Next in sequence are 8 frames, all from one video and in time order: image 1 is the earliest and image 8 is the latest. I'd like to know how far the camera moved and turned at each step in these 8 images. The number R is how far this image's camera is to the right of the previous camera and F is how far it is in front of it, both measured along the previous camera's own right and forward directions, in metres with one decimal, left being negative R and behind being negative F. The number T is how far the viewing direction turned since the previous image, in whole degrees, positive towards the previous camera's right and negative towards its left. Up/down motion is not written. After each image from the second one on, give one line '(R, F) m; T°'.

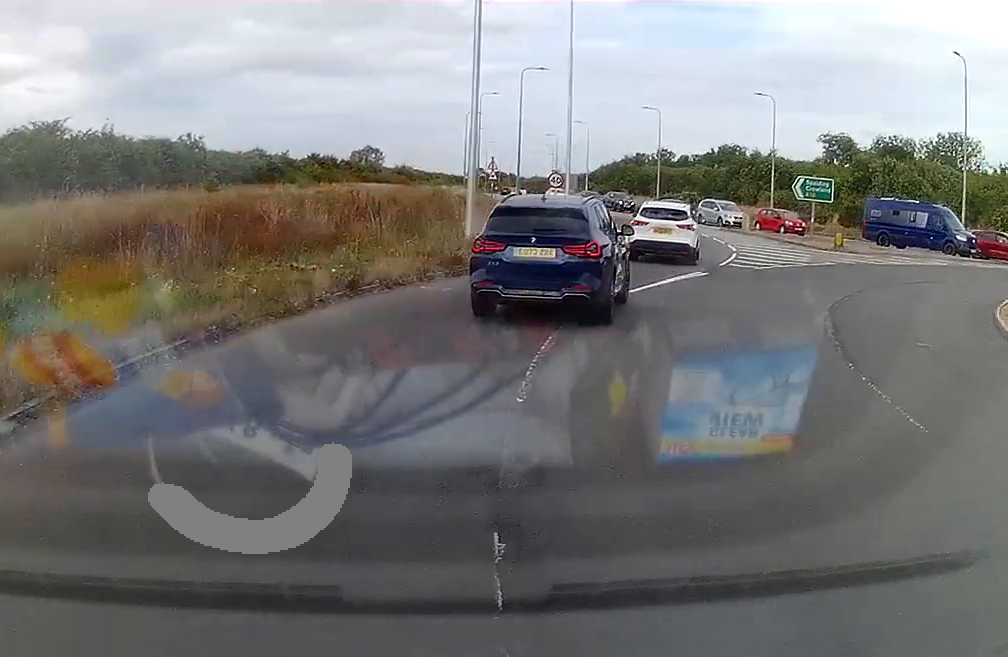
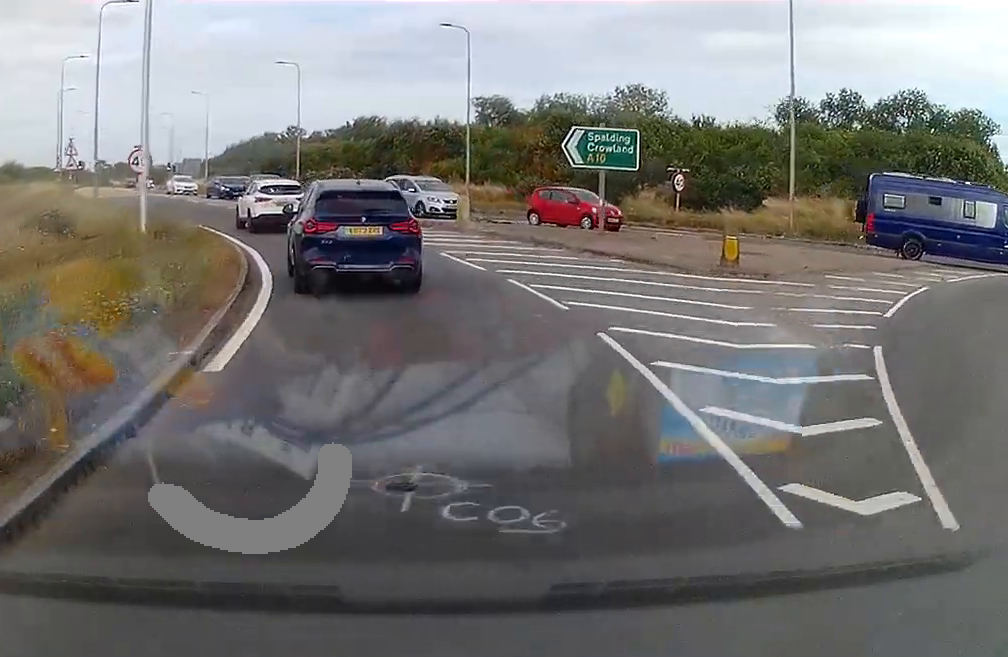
(+2.7, +23.0) m; +12°
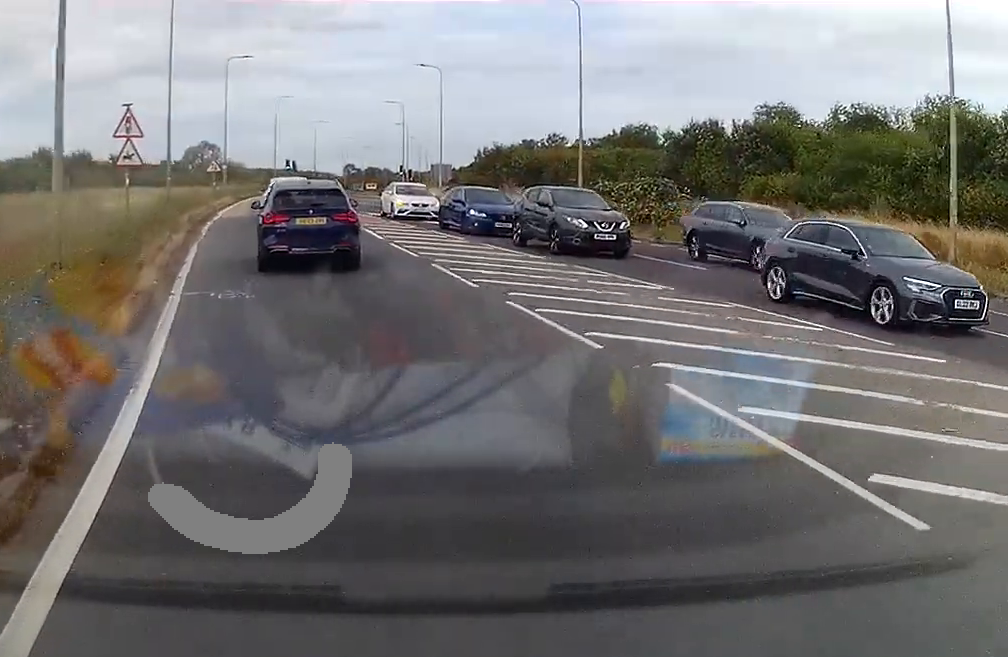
(+0.4, +31.5) m; -5°
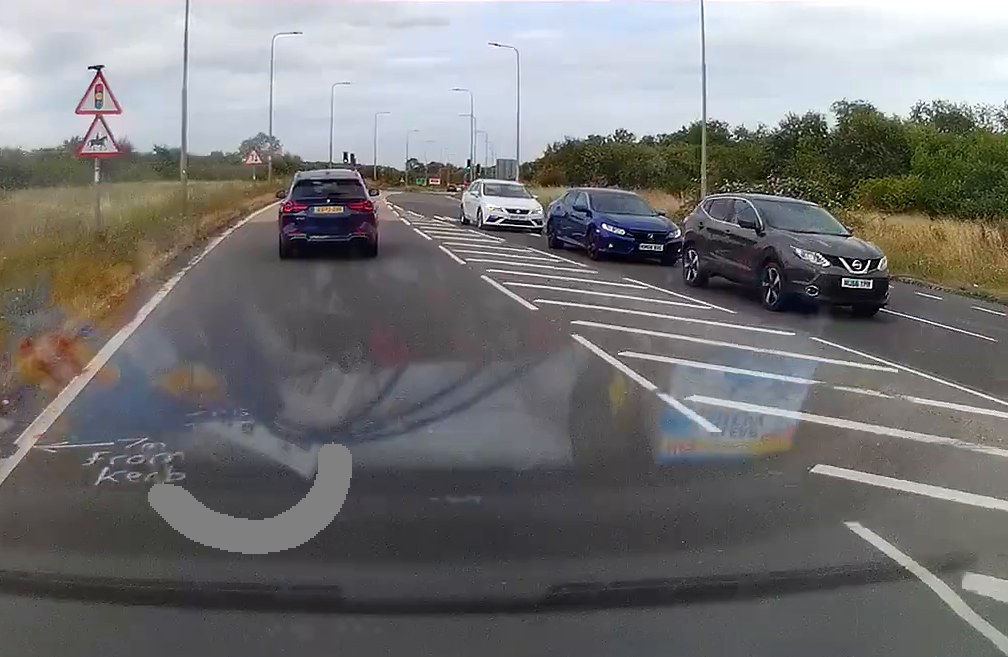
(-0.3, +9.4) m; -4°
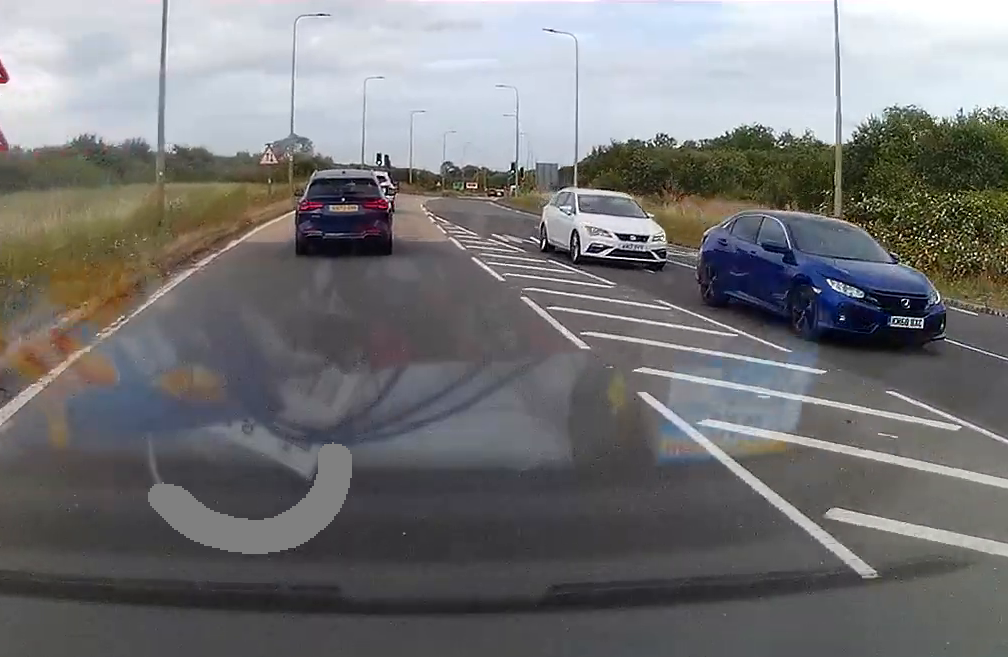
(-0.5, +8.6) m; -3°
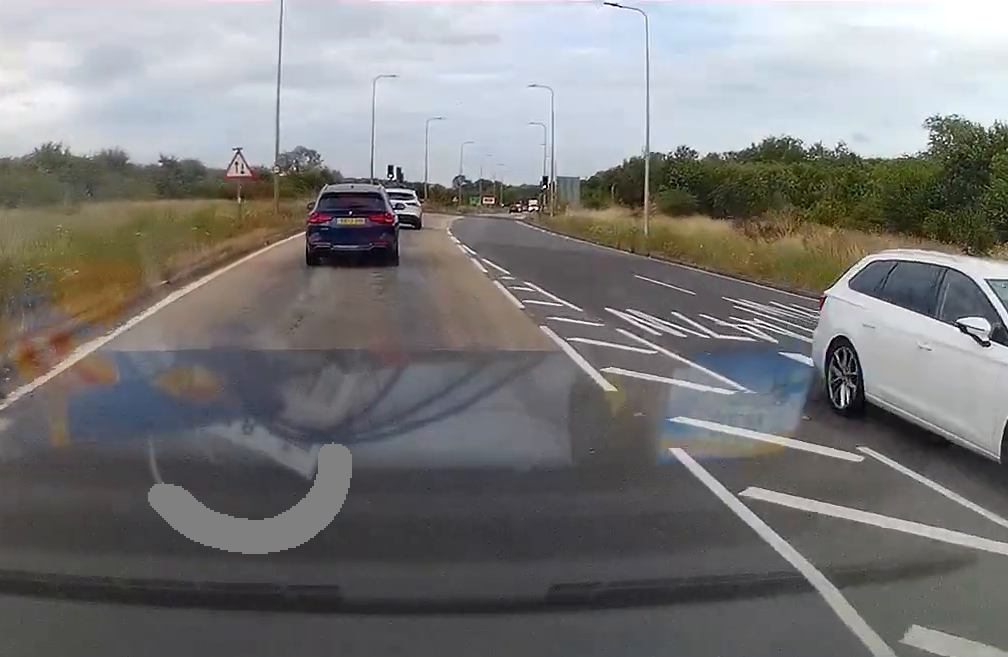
(-0.4, +13.3) m; -2°
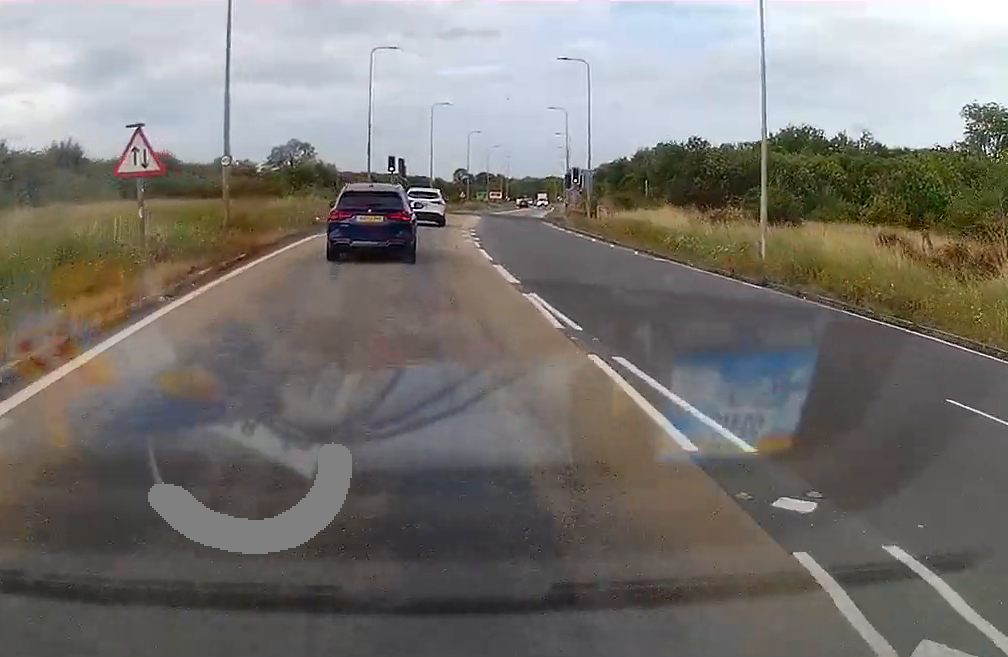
(-0.1, +13.8) m; 0°
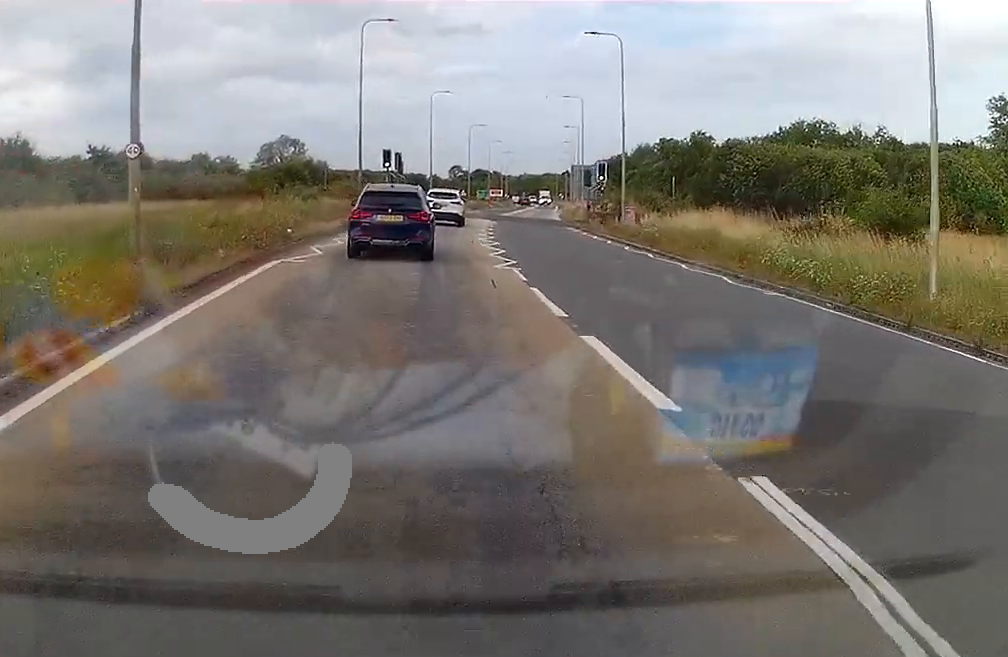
(0.0, +10.1) m; 0°
